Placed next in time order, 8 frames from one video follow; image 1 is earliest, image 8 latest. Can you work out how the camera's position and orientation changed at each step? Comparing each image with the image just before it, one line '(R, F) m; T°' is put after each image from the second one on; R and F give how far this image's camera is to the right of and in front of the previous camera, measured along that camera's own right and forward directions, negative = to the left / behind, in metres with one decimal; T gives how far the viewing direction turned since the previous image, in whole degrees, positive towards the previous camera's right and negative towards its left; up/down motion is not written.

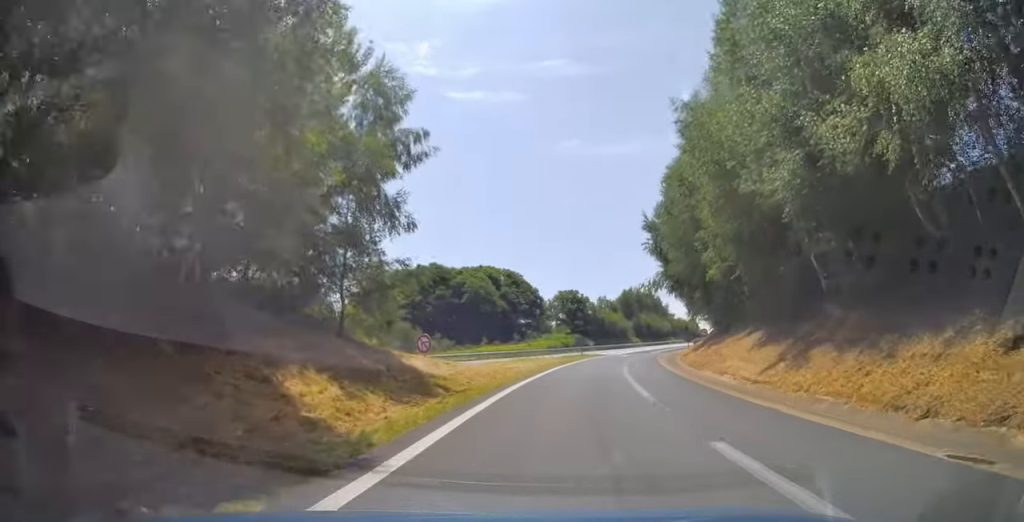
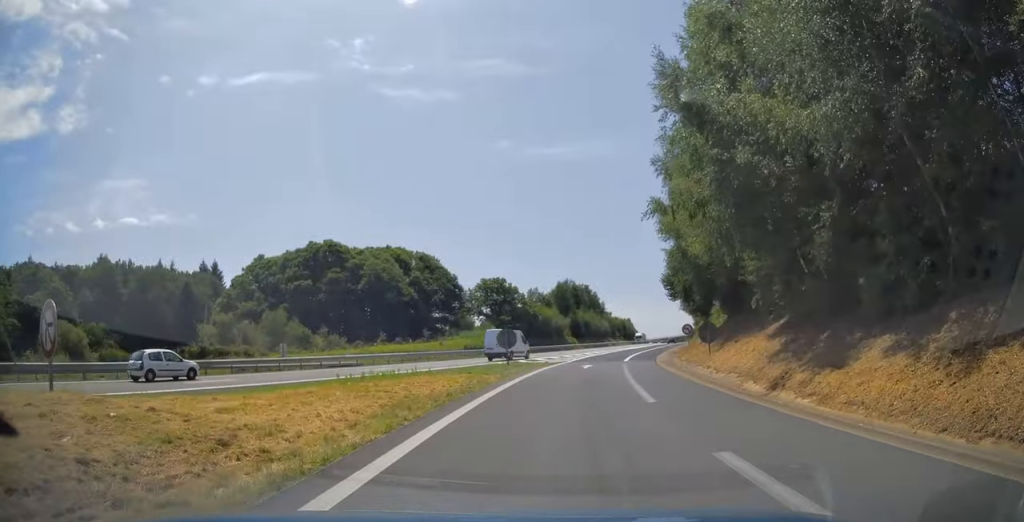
(+1.8, +27.2) m; +7°
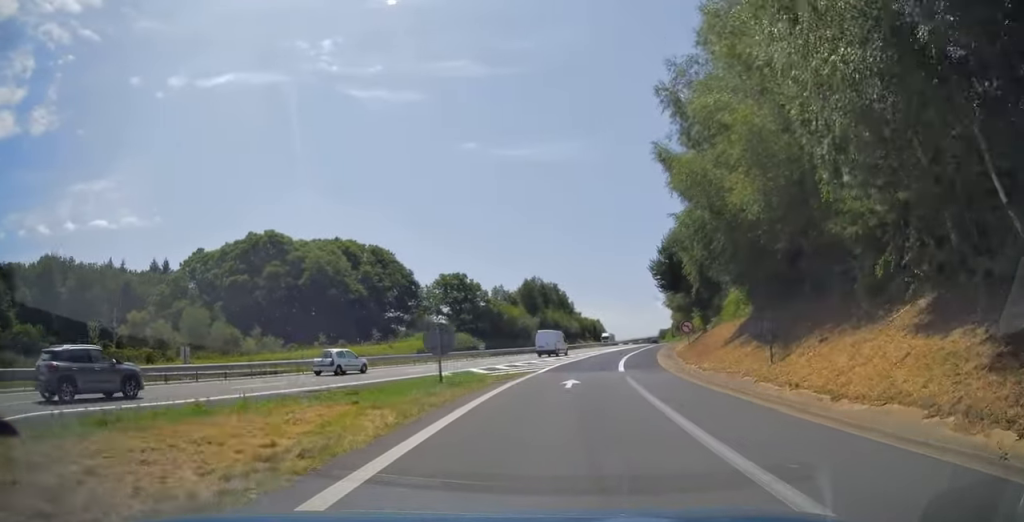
(+0.2, +12.4) m; +3°
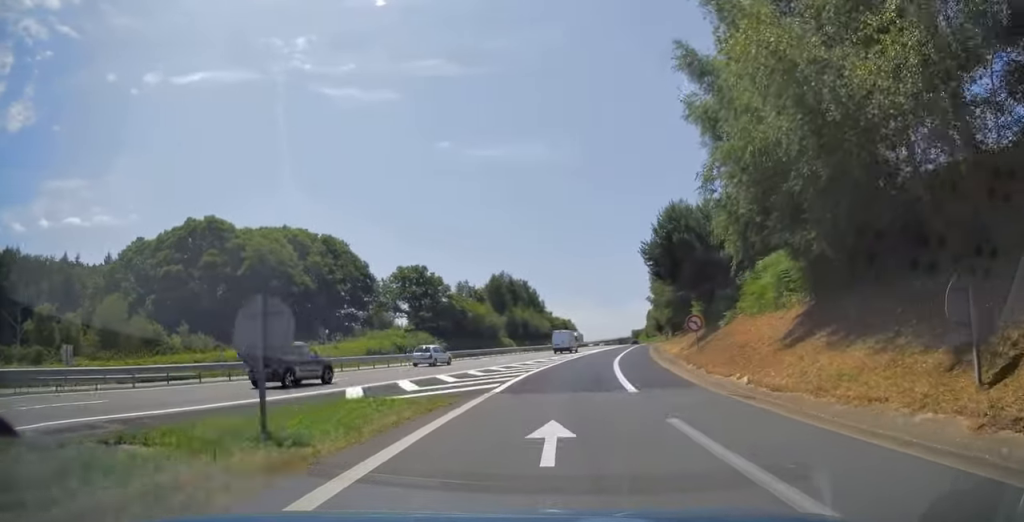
(+0.4, +11.2) m; +3°
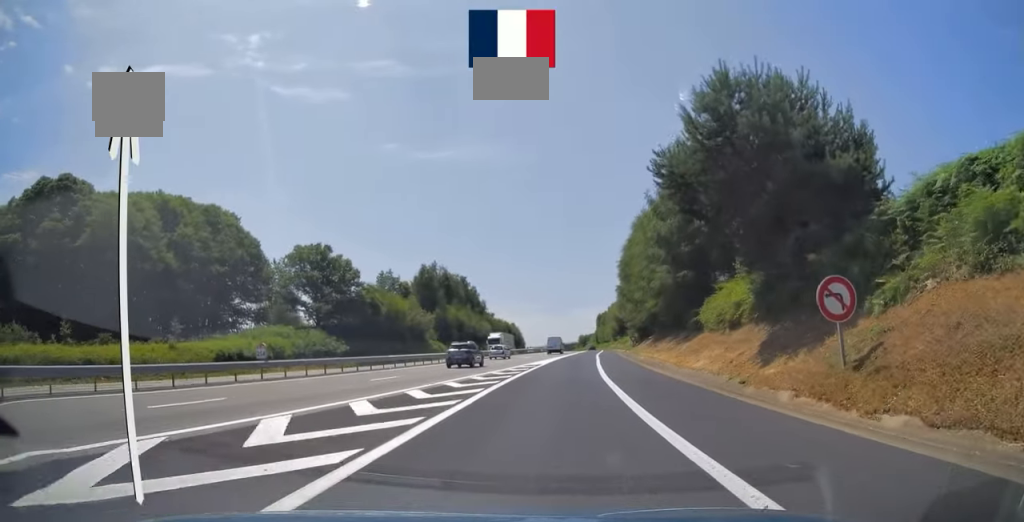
(+1.3, +23.7) m; +5°
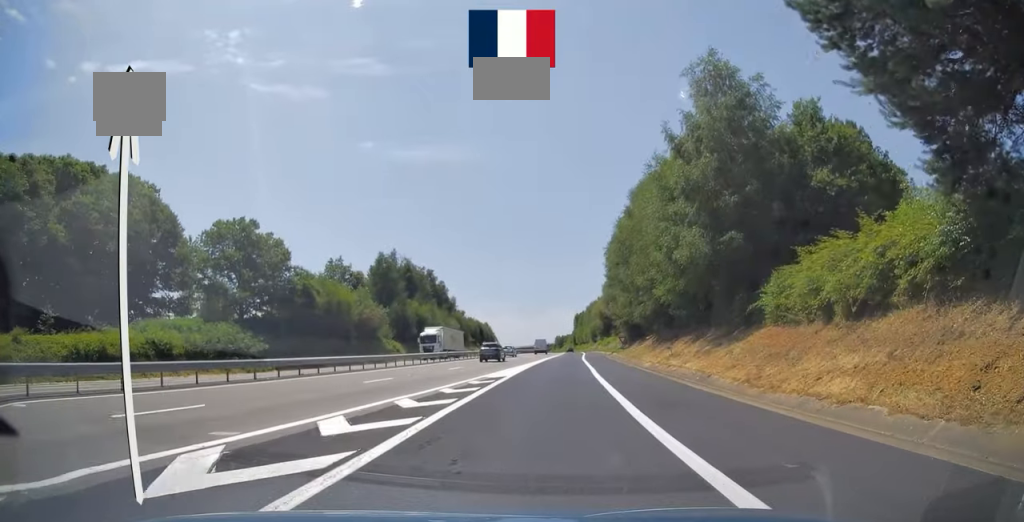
(+0.4, +15.6) m; +2°
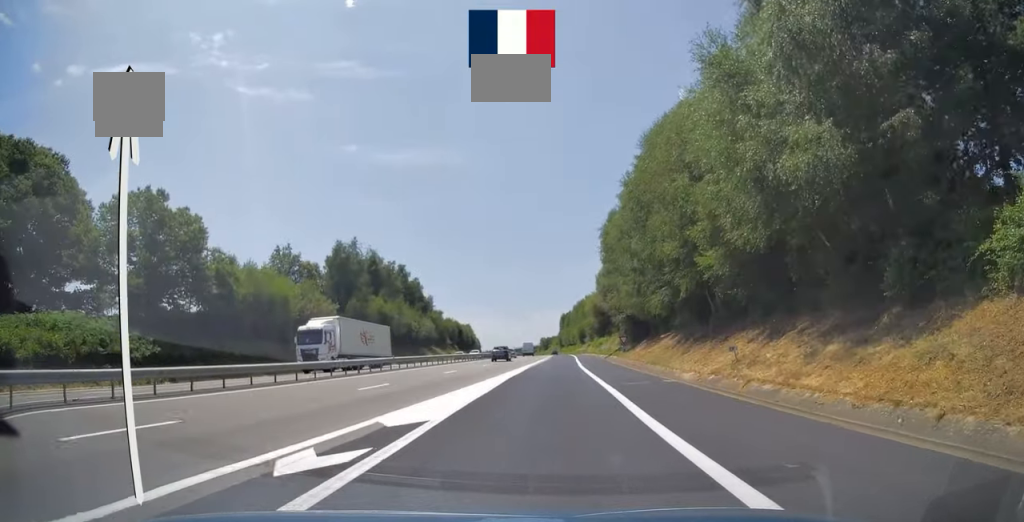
(+0.2, +15.0) m; +2°
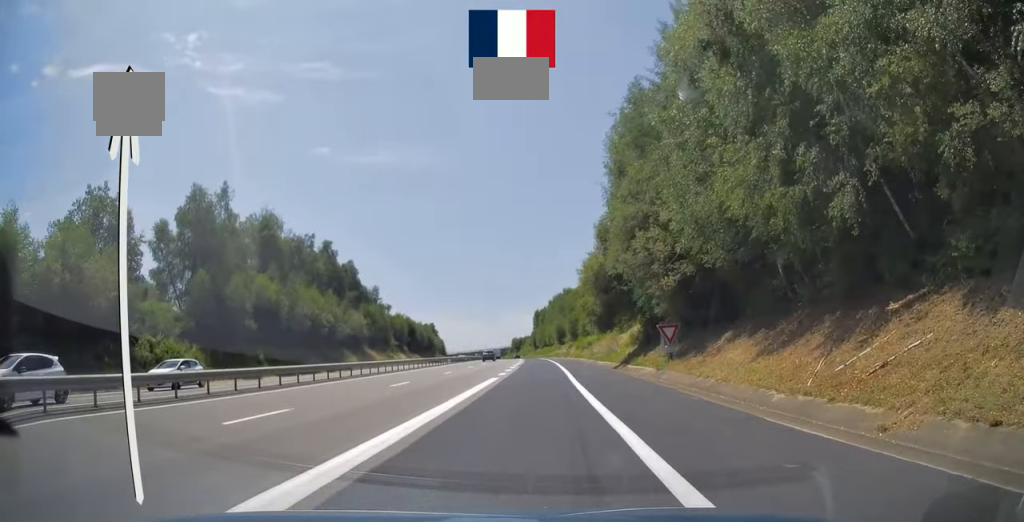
(+1.0, +34.2) m; +3°
